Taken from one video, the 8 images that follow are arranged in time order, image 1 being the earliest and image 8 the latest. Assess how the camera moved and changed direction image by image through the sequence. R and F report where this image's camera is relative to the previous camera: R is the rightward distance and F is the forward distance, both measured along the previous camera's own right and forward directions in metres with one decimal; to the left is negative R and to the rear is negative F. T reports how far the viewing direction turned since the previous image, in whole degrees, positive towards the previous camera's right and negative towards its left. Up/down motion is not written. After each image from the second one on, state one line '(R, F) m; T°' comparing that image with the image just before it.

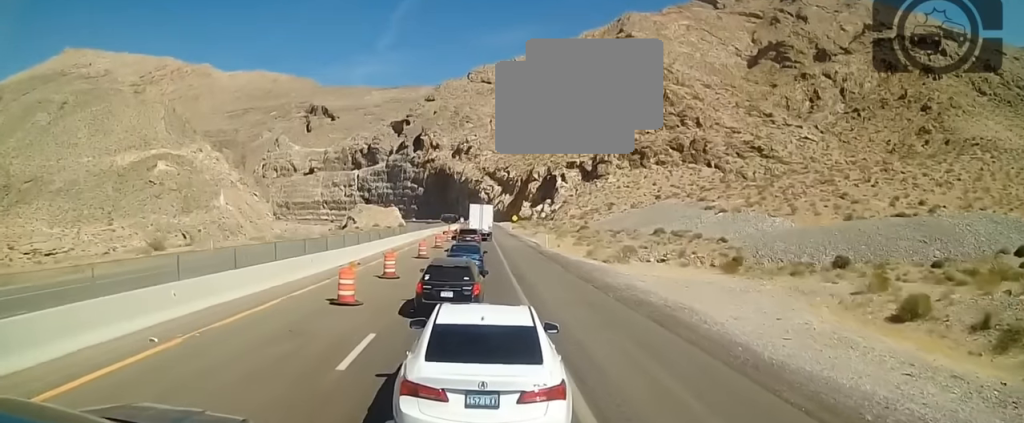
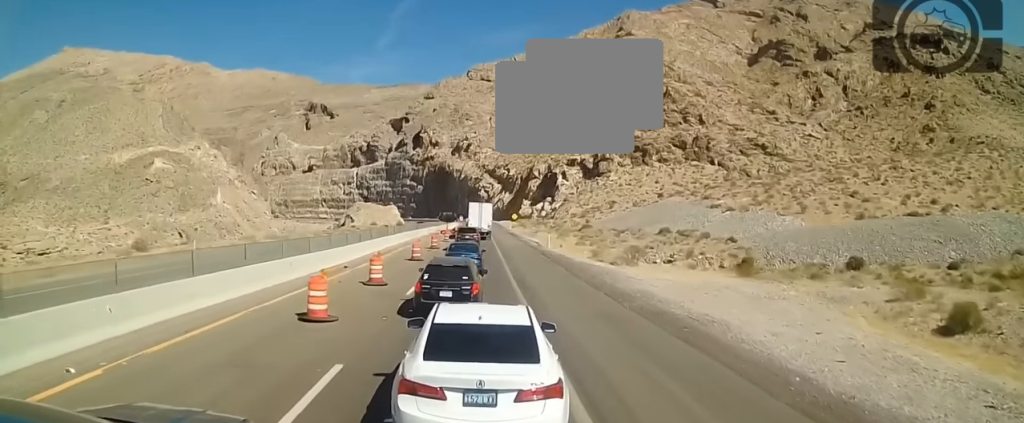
(0.0, +2.6) m; 0°
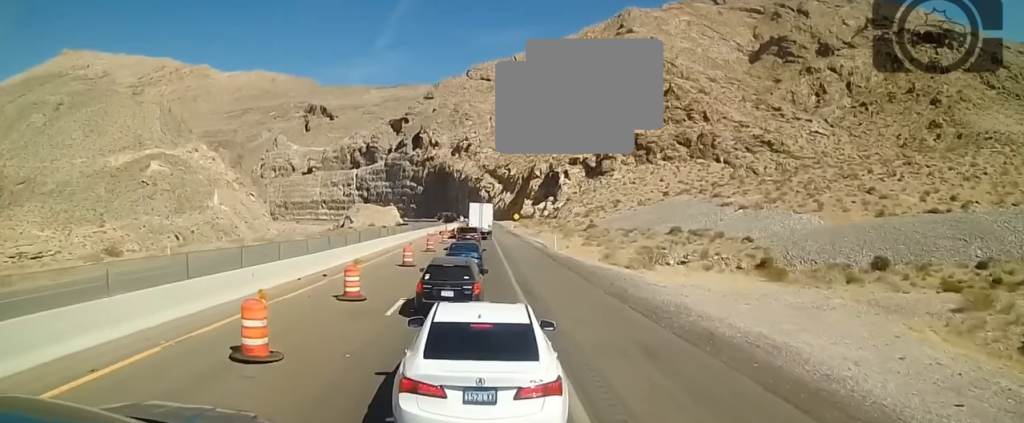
(0.0, +3.8) m; 0°
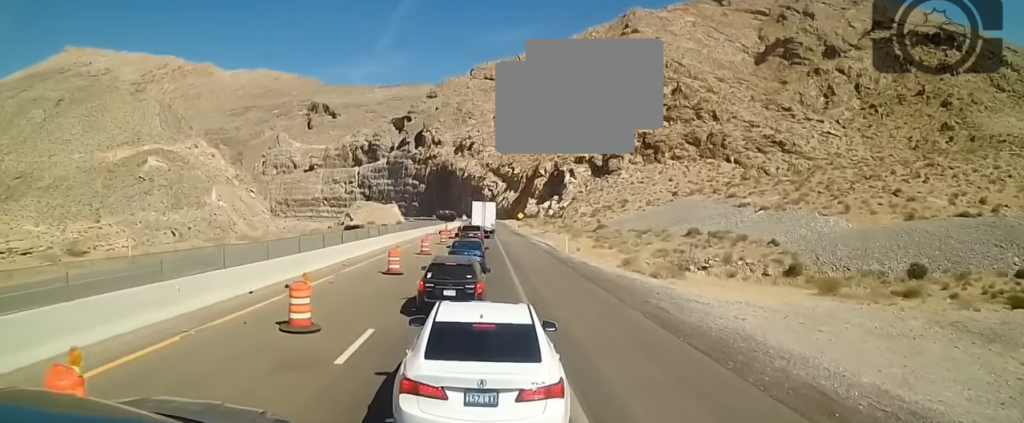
(0.0, +4.8) m; 0°
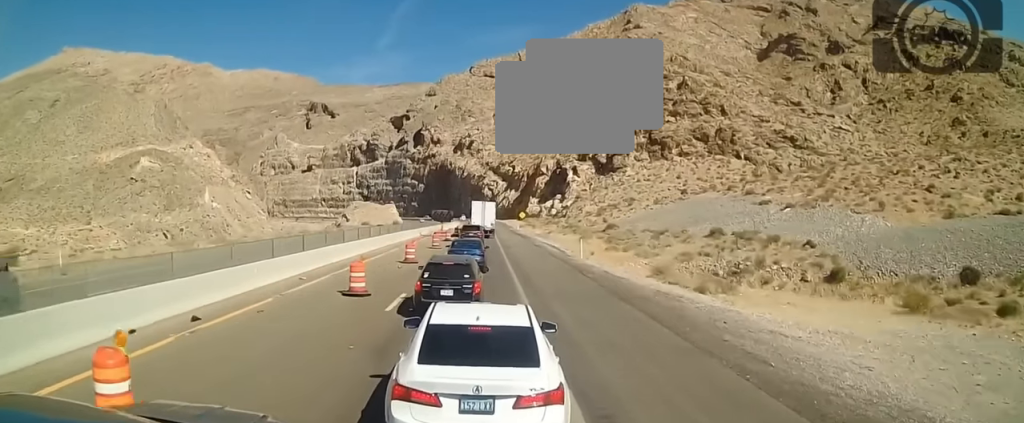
(0.0, +6.1) m; 0°
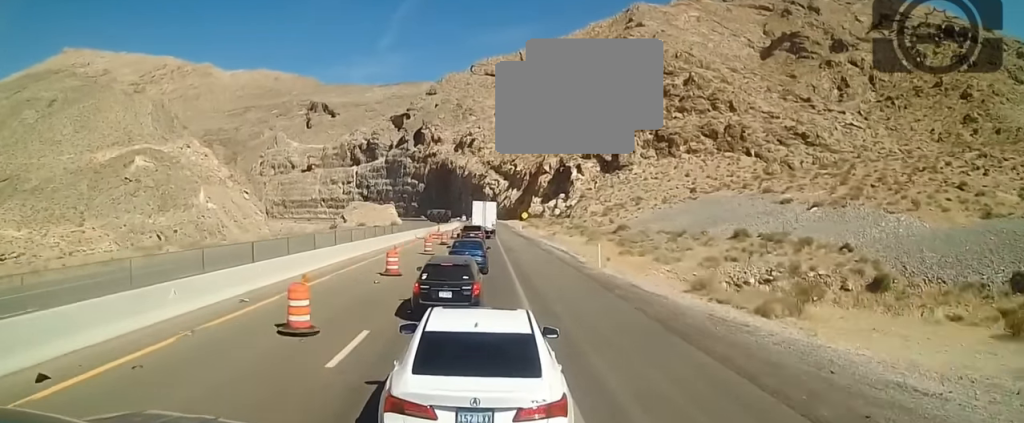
(0.0, +5.1) m; 0°
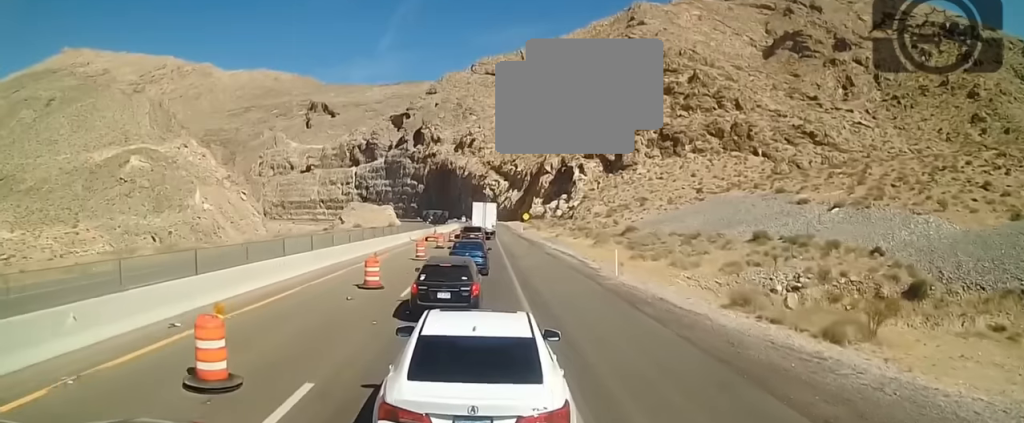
(0.0, +3.7) m; 0°
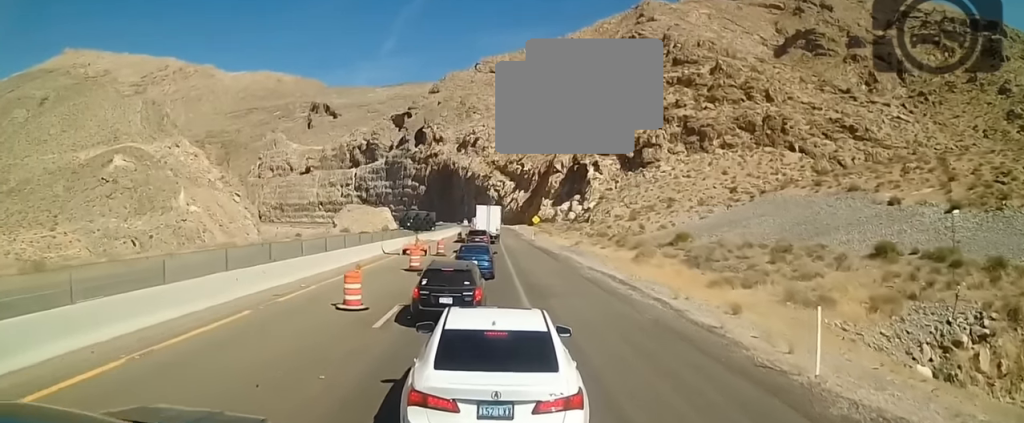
(-0.1, +15.9) m; 0°
